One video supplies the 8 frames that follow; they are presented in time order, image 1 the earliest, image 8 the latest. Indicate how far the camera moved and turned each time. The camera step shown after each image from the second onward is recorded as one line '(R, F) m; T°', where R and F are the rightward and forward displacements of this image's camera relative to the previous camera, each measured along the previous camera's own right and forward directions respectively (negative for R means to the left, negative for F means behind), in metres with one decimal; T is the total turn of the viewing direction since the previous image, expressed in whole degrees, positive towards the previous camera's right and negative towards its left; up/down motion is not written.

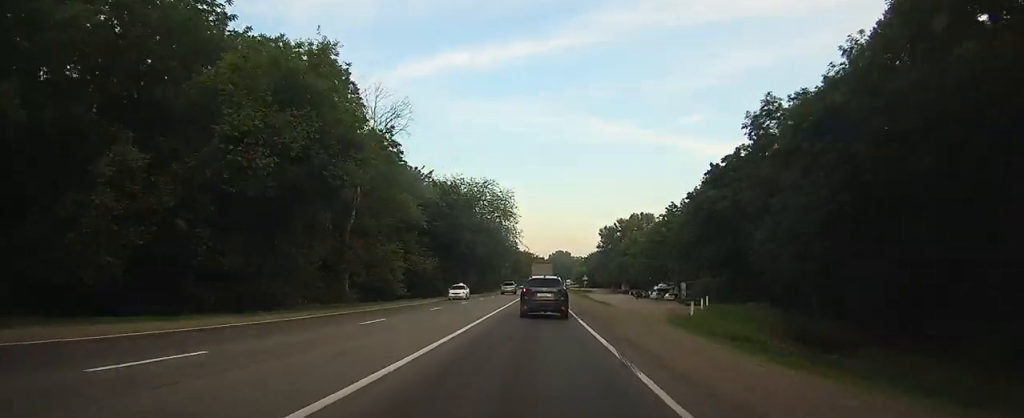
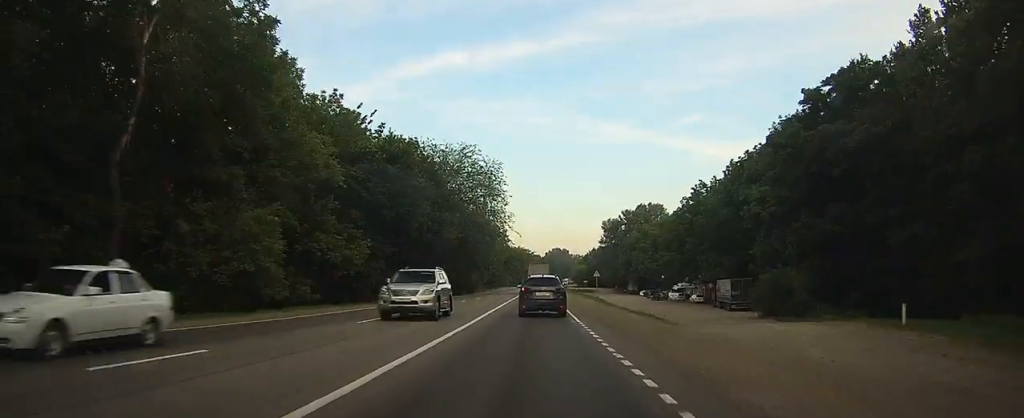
(0.0, +24.0) m; 0°
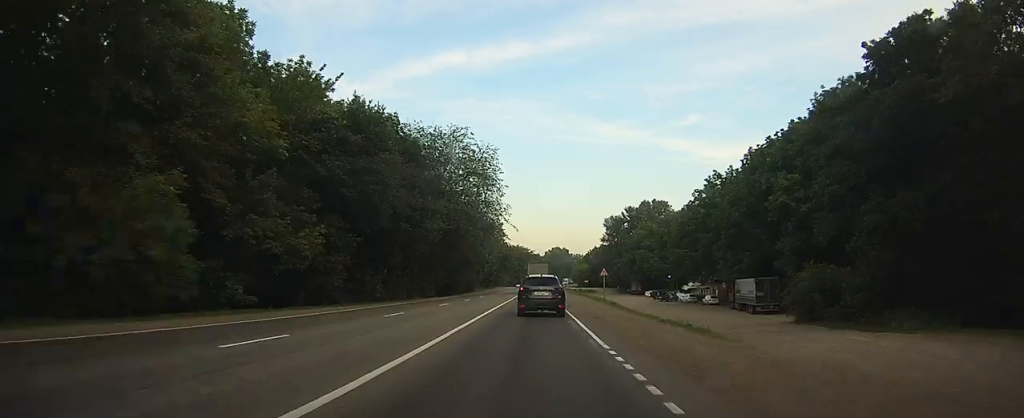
(0.0, +8.4) m; 0°
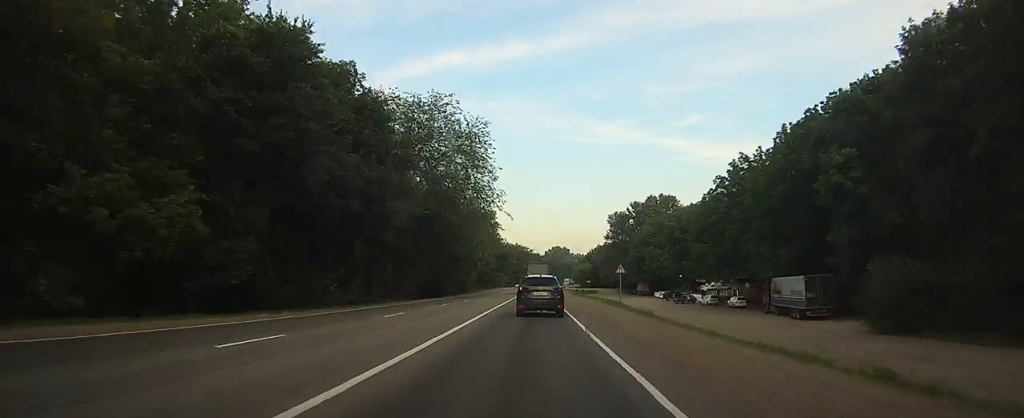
(0.0, +12.1) m; 0°
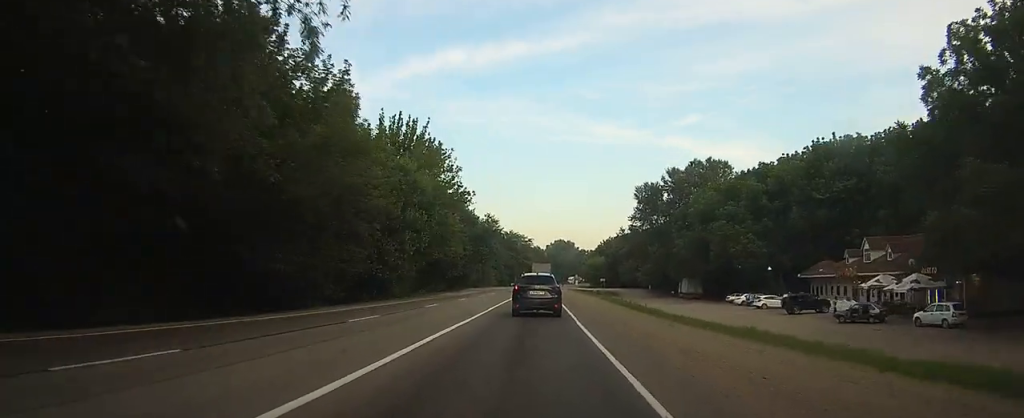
(+0.1, +52.1) m; 0°
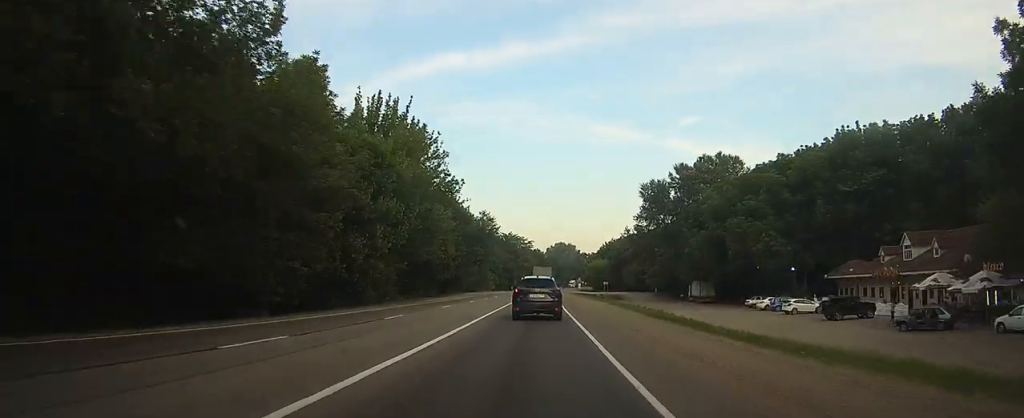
(0.0, +7.9) m; 0°
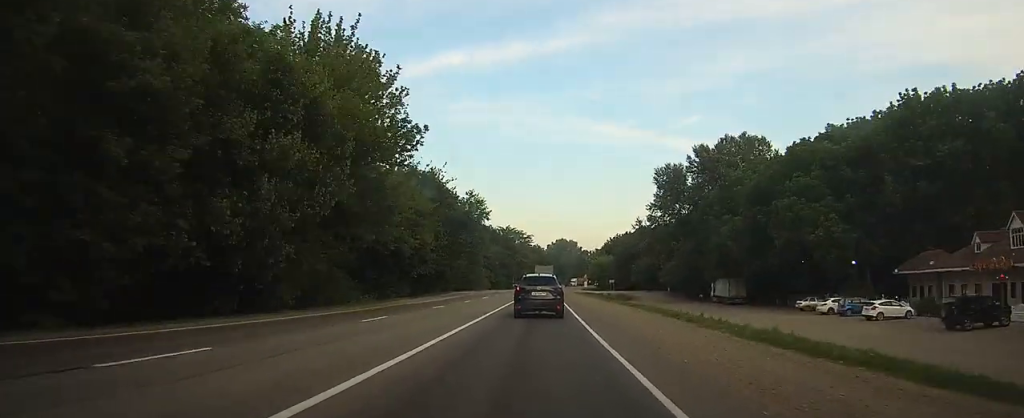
(-0.1, +15.5) m; 0°
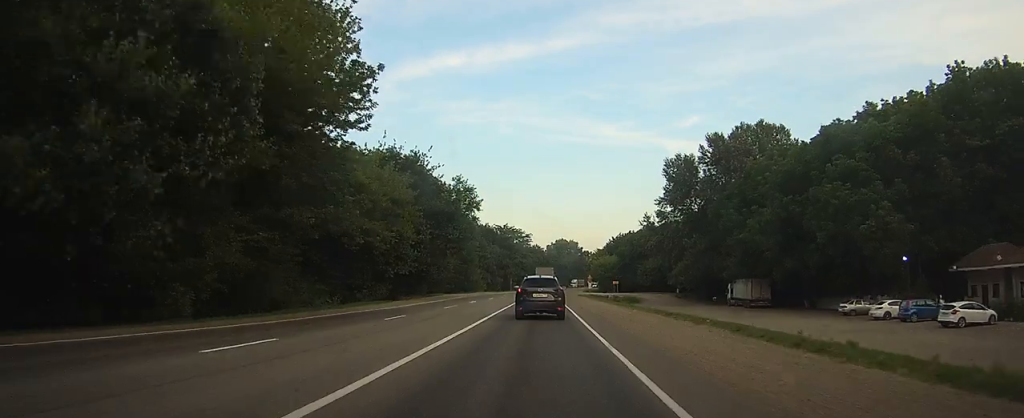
(0.0, +9.4) m; 0°
